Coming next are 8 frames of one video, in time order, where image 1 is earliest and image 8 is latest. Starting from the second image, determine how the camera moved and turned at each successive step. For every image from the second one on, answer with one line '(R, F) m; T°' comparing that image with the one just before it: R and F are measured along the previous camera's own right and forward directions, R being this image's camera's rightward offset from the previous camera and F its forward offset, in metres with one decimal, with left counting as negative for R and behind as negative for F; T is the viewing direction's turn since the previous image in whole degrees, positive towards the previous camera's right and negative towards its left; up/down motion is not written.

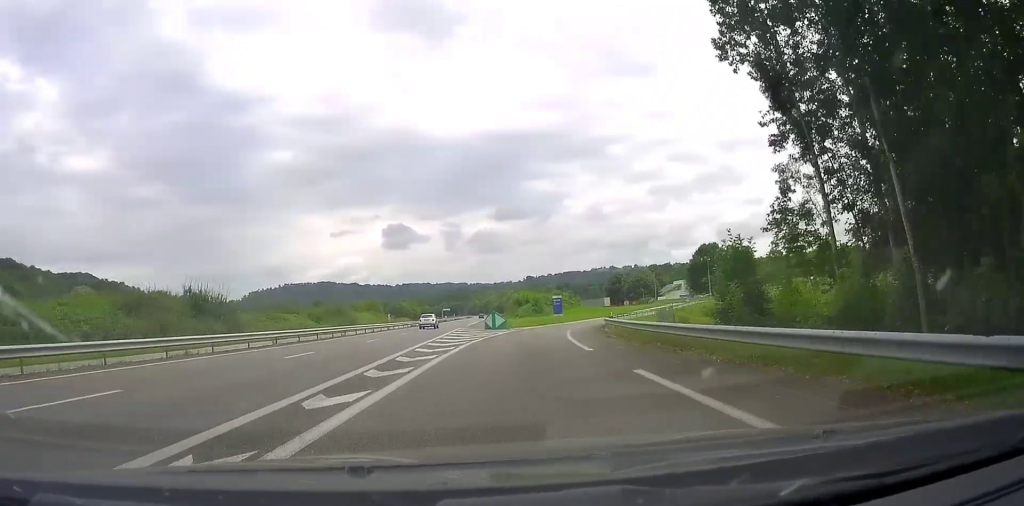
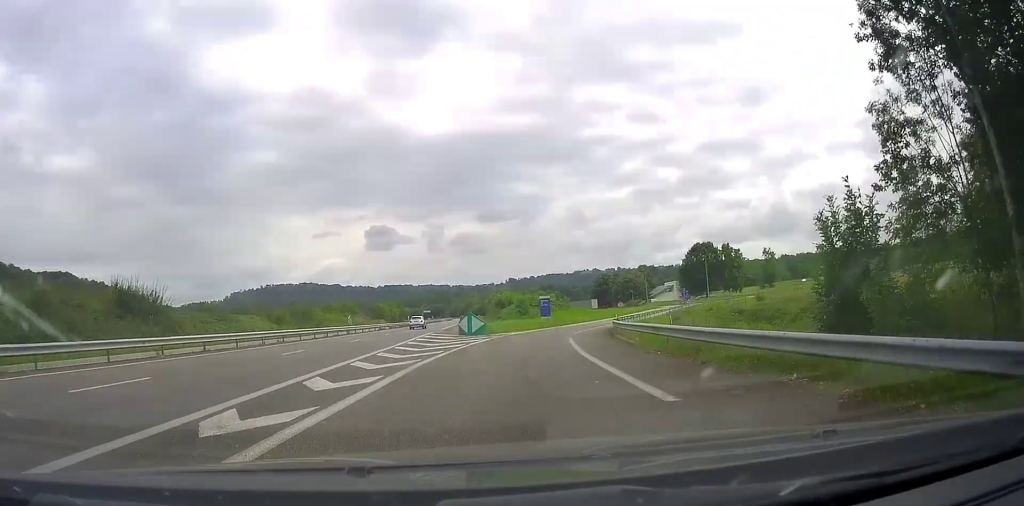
(+0.1, +10.4) m; +1°
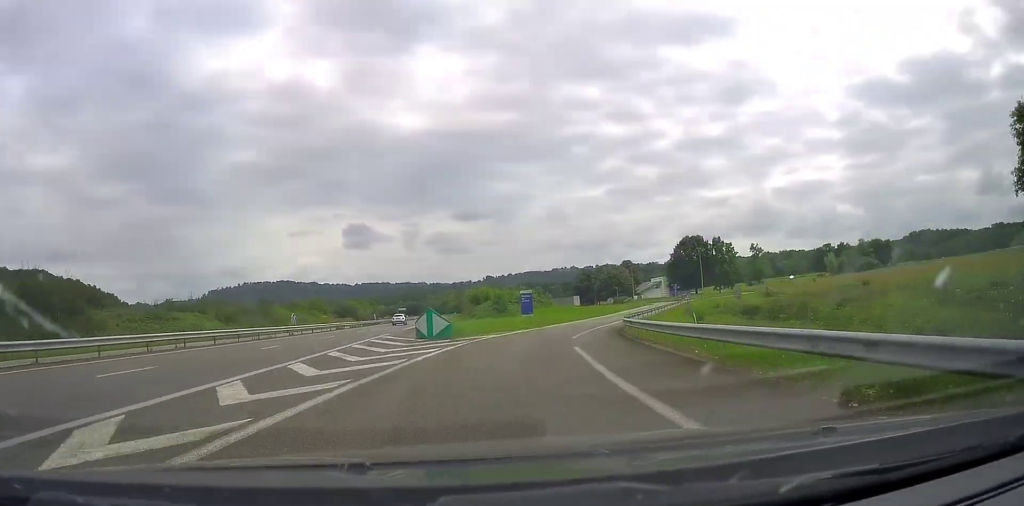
(+0.1, +9.9) m; 0°
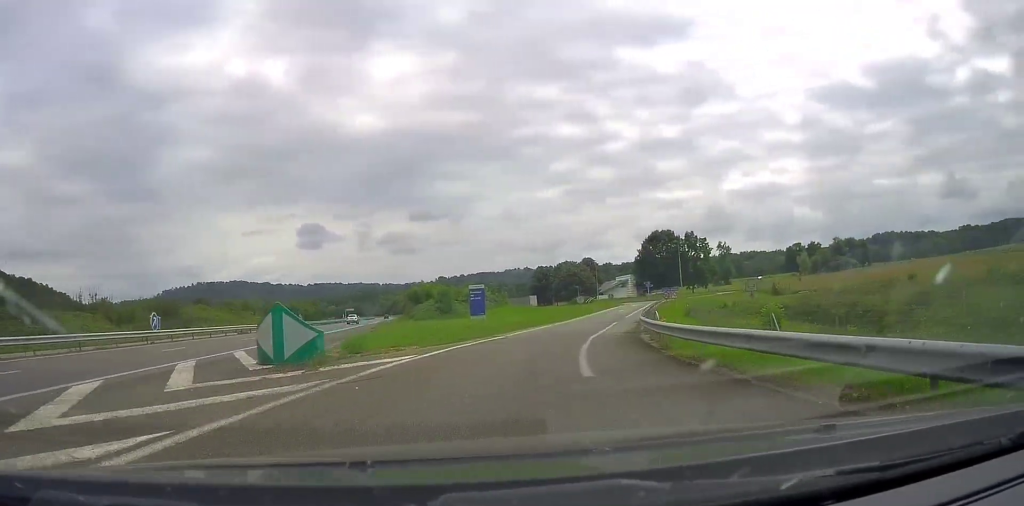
(0.0, +14.8) m; +3°
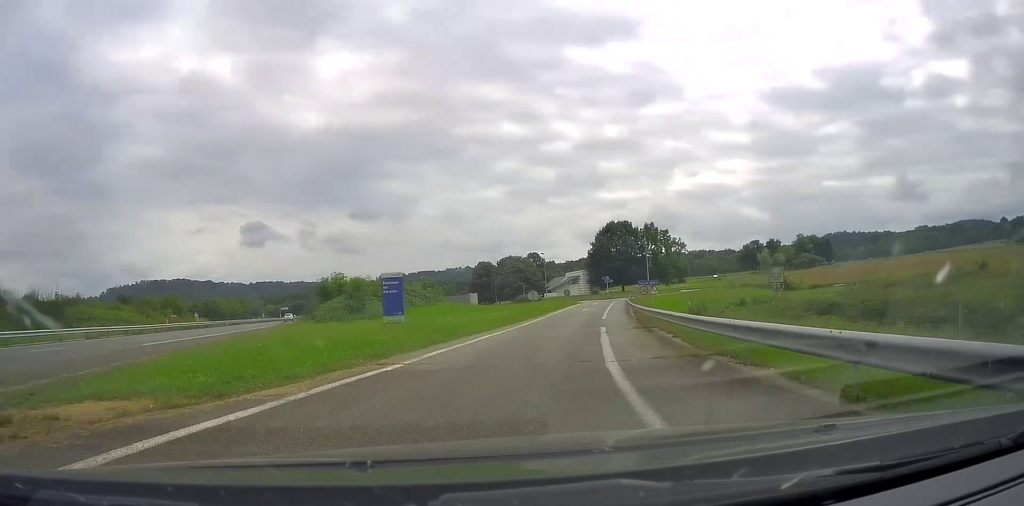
(+0.6, +14.7) m; +6°
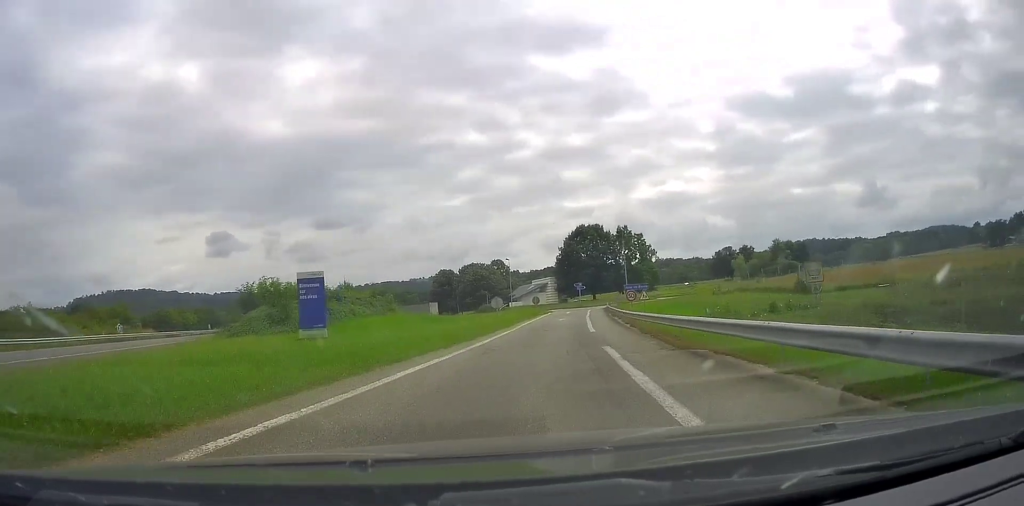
(+0.3, +9.0) m; +5°
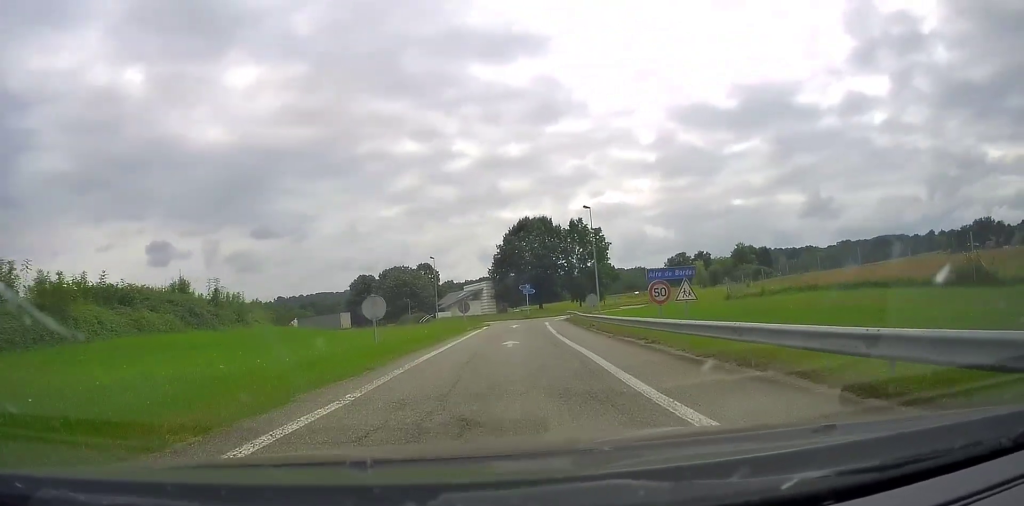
(+2.8, +23.6) m; +11°
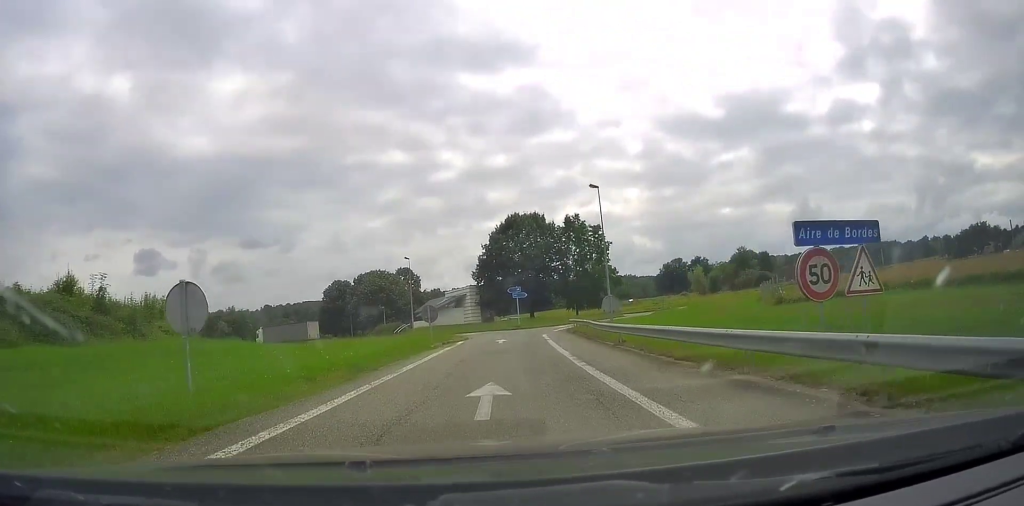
(+0.4, +12.9) m; +2°
